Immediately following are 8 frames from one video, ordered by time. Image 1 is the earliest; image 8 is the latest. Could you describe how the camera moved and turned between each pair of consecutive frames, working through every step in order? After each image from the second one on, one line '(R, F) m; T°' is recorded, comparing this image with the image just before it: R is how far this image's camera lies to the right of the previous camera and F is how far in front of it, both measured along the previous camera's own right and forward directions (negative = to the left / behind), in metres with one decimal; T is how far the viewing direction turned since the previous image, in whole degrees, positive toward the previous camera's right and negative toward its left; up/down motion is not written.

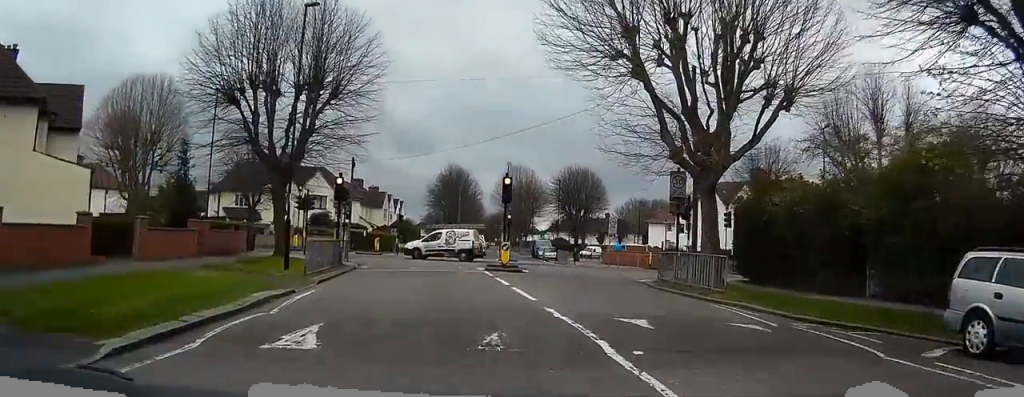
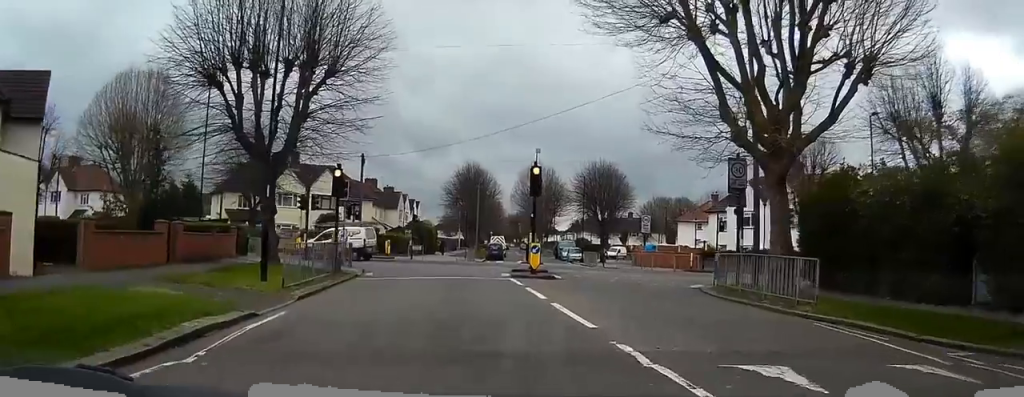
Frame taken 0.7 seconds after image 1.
(0.0, +4.5) m; -1°
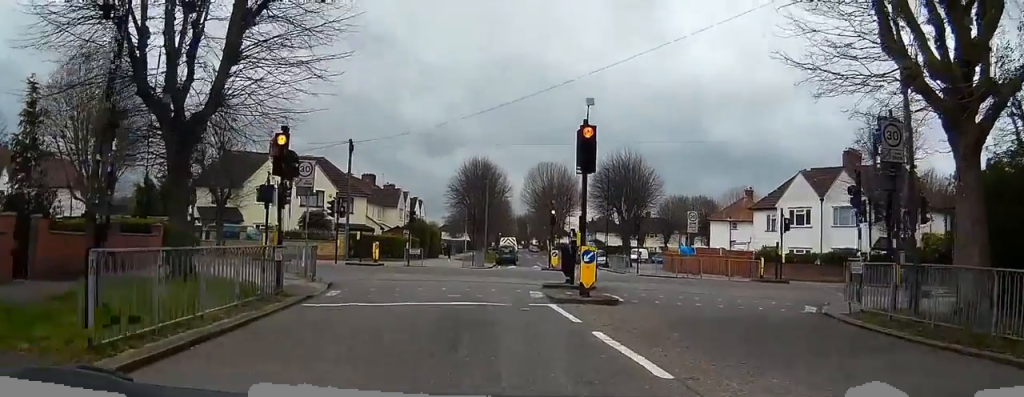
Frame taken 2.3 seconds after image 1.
(-0.2, +9.2) m; -1°
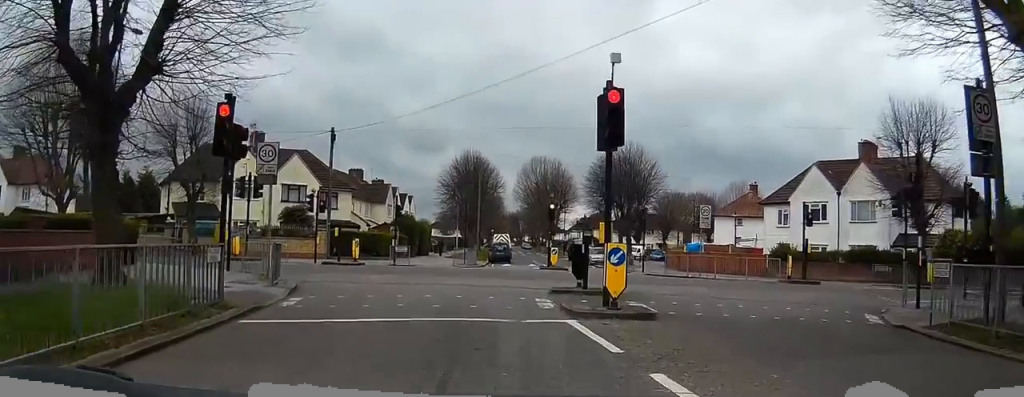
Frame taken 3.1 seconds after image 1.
(0.0, +3.8) m; 0°
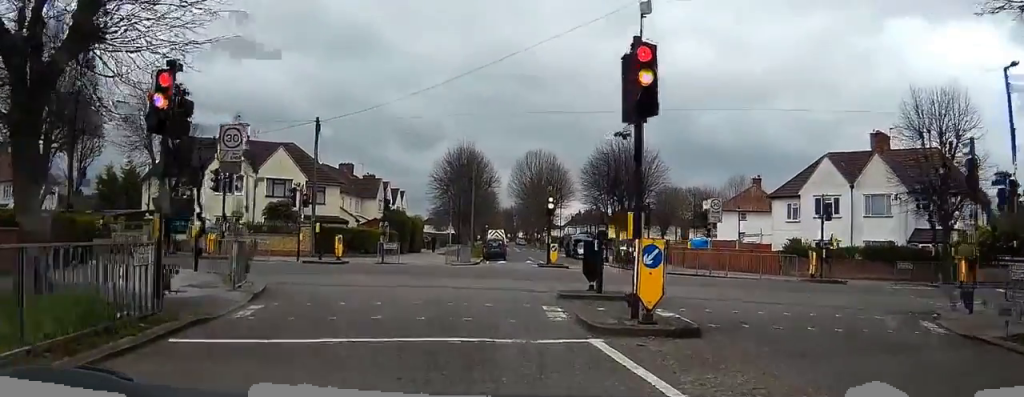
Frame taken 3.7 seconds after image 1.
(0.0, +2.8) m; -1°
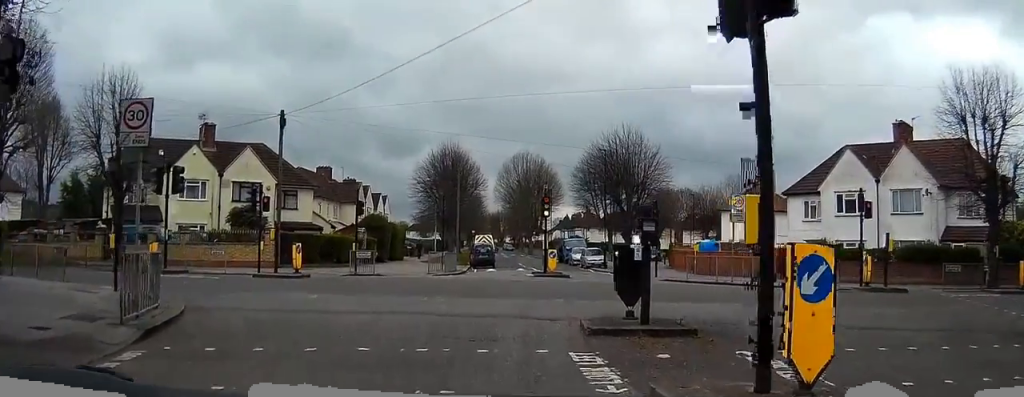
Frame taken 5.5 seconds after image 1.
(-0.2, +5.4) m; -6°
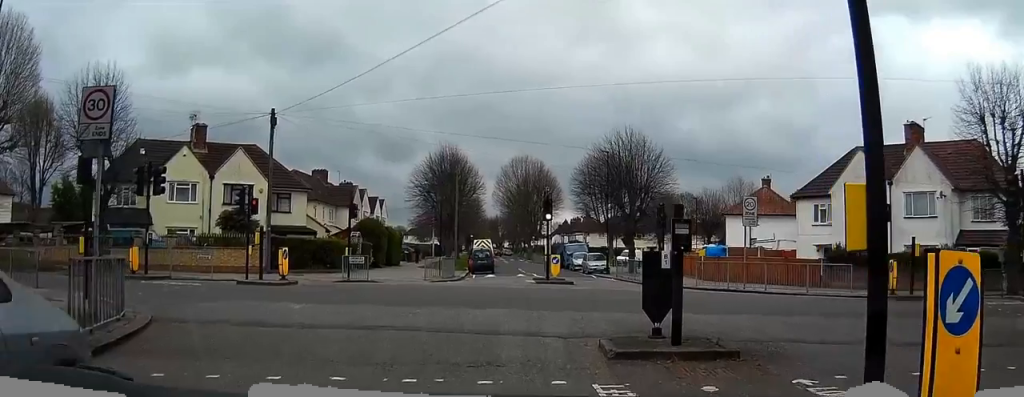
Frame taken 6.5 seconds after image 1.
(-0.1, +1.4) m; -2°
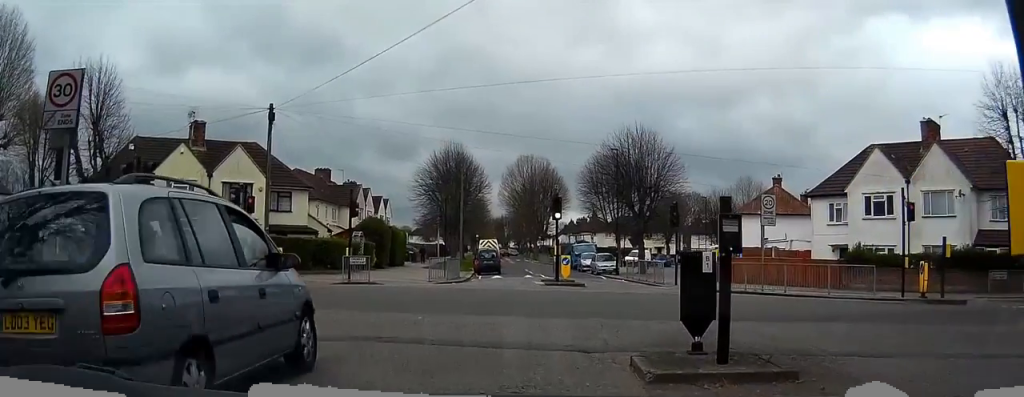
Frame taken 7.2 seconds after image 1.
(0.0, +0.8) m; +2°
